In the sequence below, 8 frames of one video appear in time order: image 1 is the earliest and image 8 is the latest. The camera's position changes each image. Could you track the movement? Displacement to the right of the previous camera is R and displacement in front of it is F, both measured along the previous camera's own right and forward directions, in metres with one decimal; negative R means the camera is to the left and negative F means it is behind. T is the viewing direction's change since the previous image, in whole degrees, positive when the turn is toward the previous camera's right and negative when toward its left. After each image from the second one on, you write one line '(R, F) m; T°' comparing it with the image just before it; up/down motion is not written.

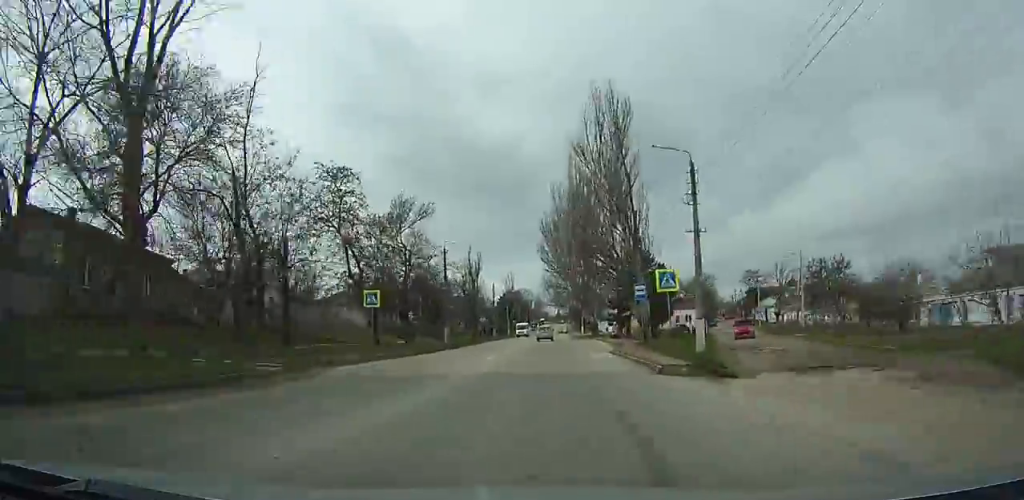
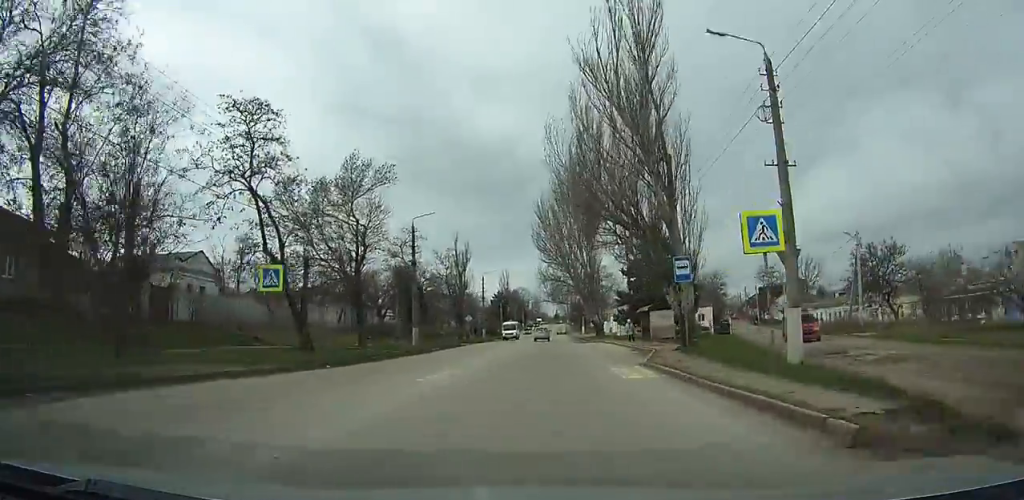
(-0.2, +12.1) m; -1°
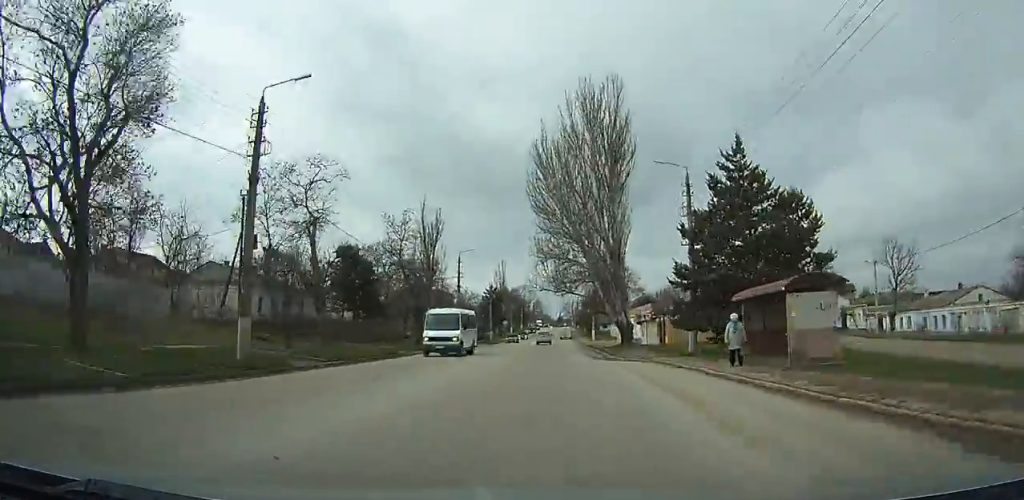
(-0.2, +25.4) m; -1°
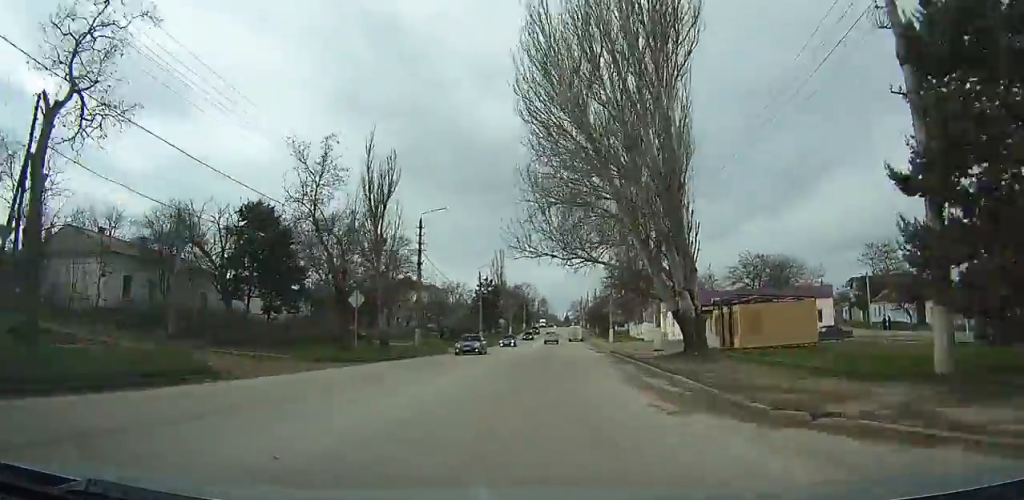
(-0.1, +21.0) m; 0°
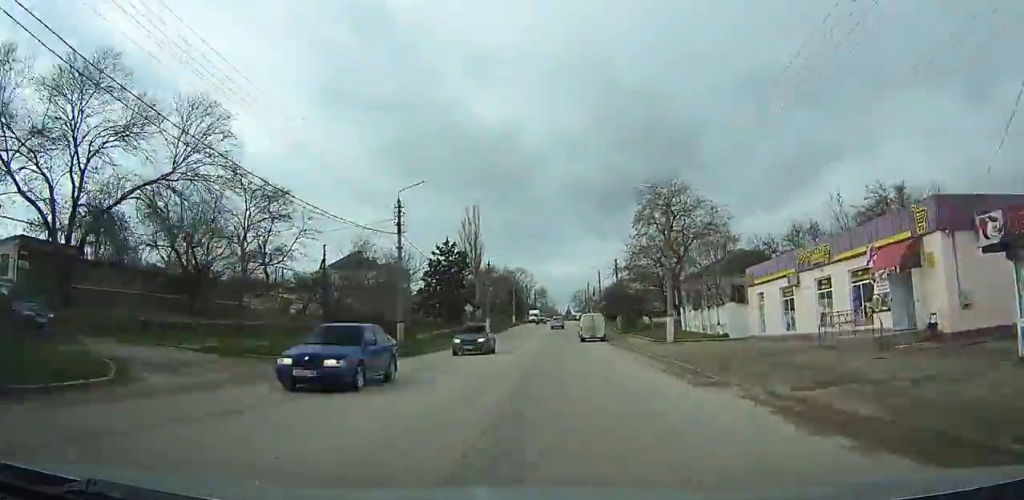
(-0.1, +39.2) m; 0°
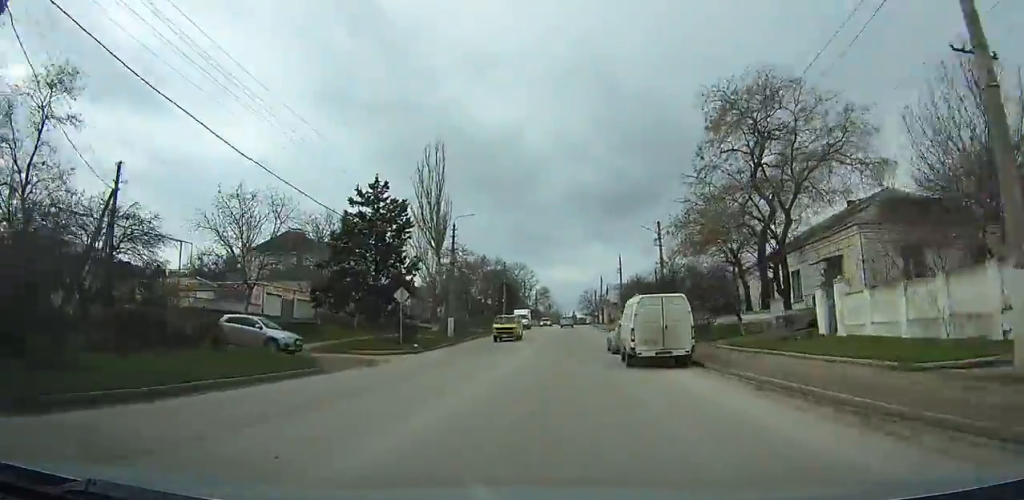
(0.0, +29.1) m; 0°
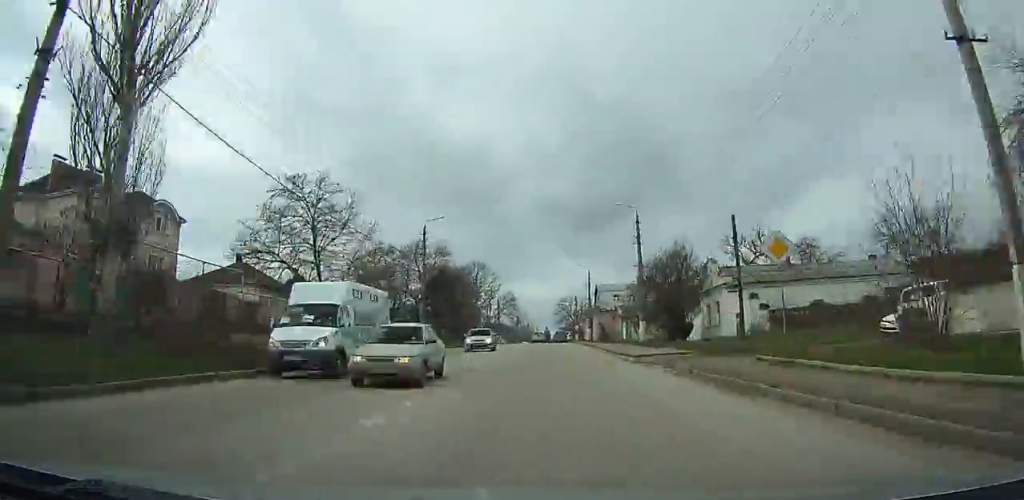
(+0.3, +37.6) m; 0°
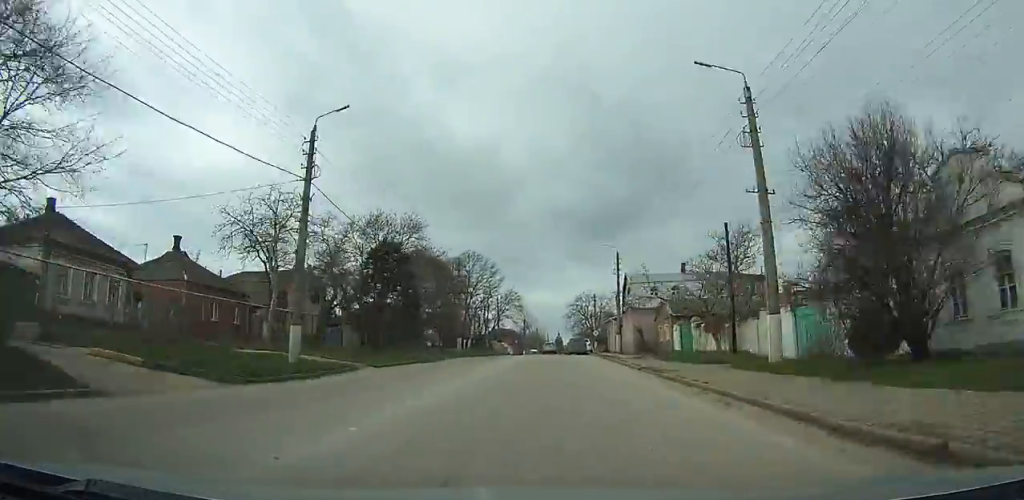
(+0.1, +23.3) m; 0°
